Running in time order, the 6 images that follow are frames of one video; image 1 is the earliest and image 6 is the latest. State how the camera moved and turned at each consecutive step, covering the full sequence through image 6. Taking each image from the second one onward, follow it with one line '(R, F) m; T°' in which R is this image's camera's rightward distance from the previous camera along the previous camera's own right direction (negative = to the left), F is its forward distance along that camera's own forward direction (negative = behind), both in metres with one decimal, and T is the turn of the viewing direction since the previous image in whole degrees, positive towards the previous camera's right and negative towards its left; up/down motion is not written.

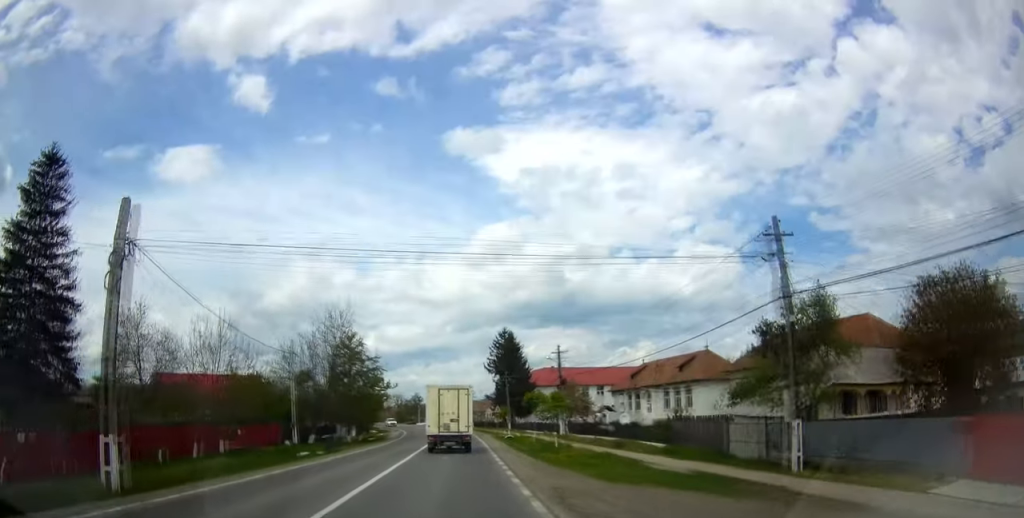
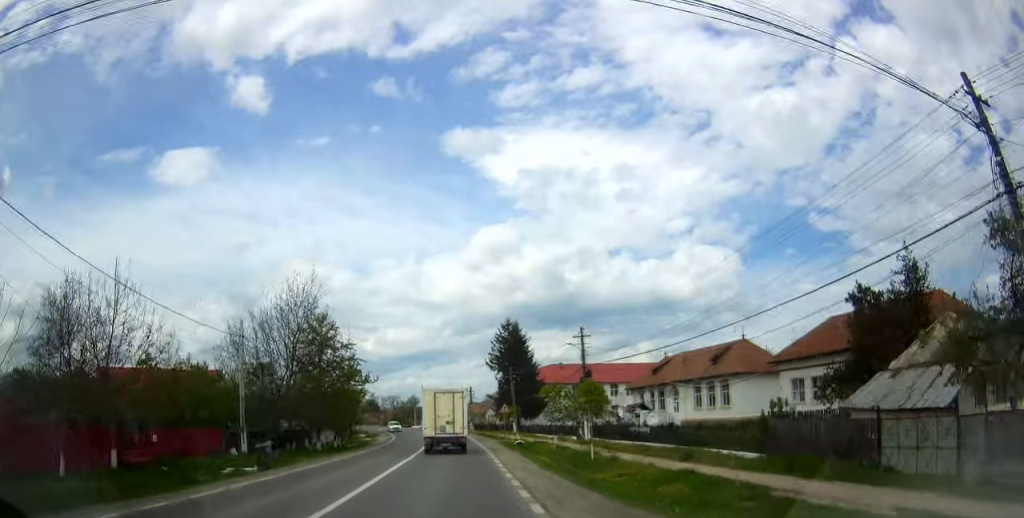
(+0.1, +10.3) m; +1°
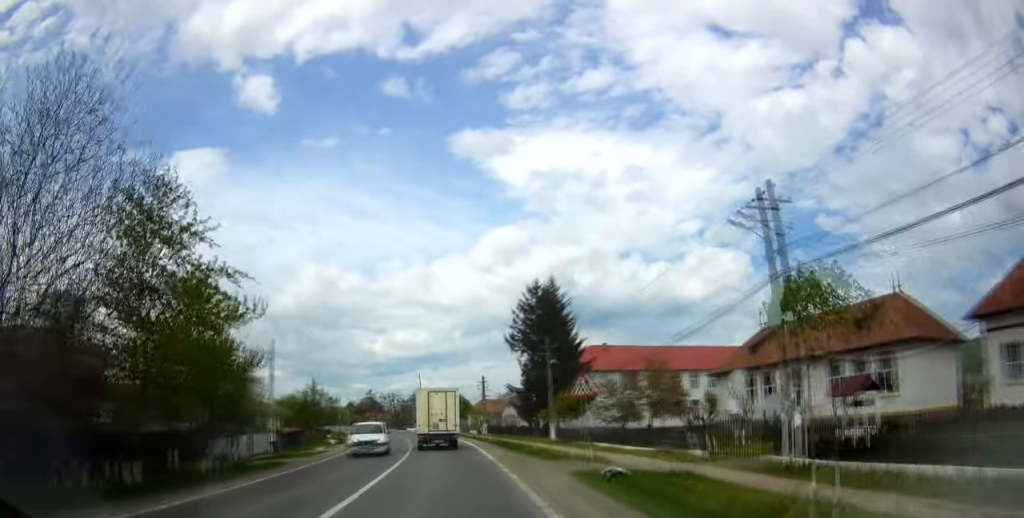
(+0.5, +24.3) m; +2°
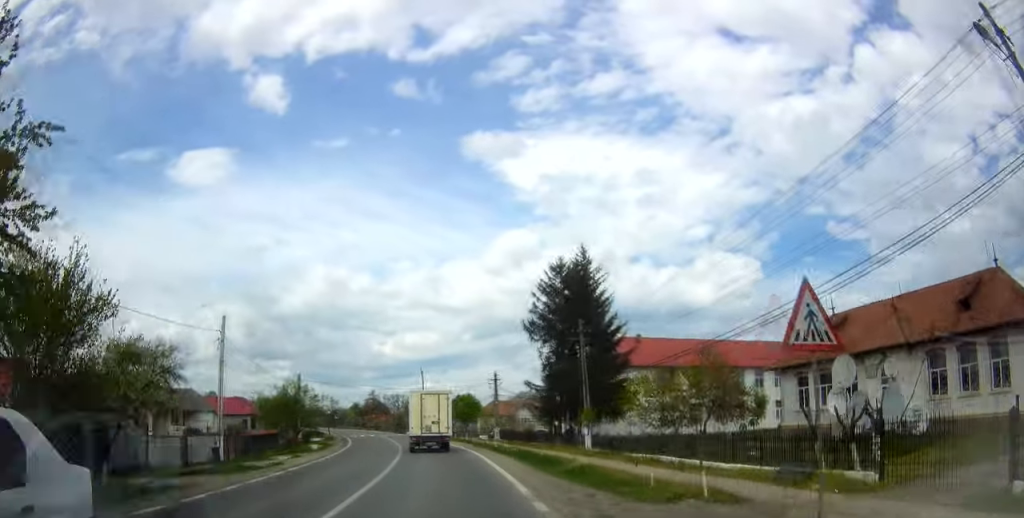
(0.0, +10.5) m; -1°
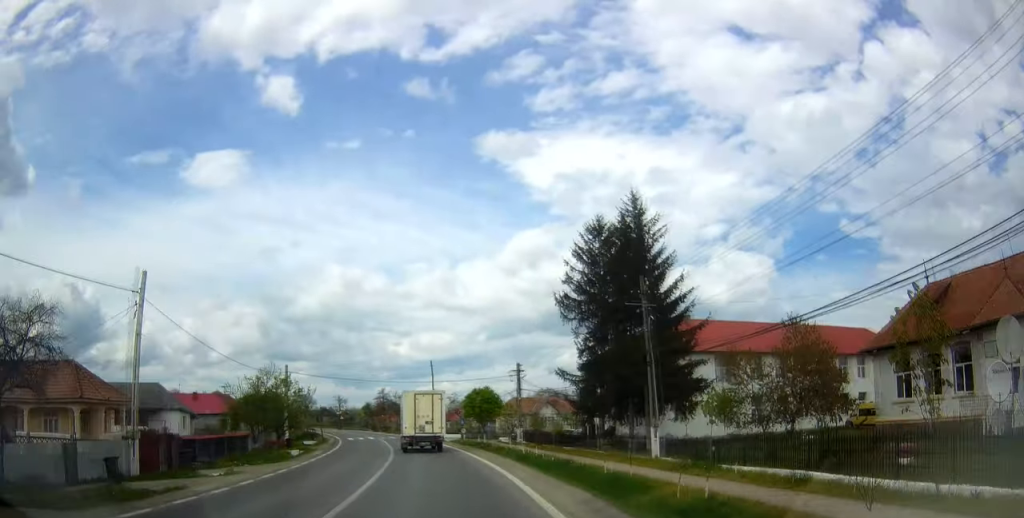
(0.0, +10.6) m; -1°
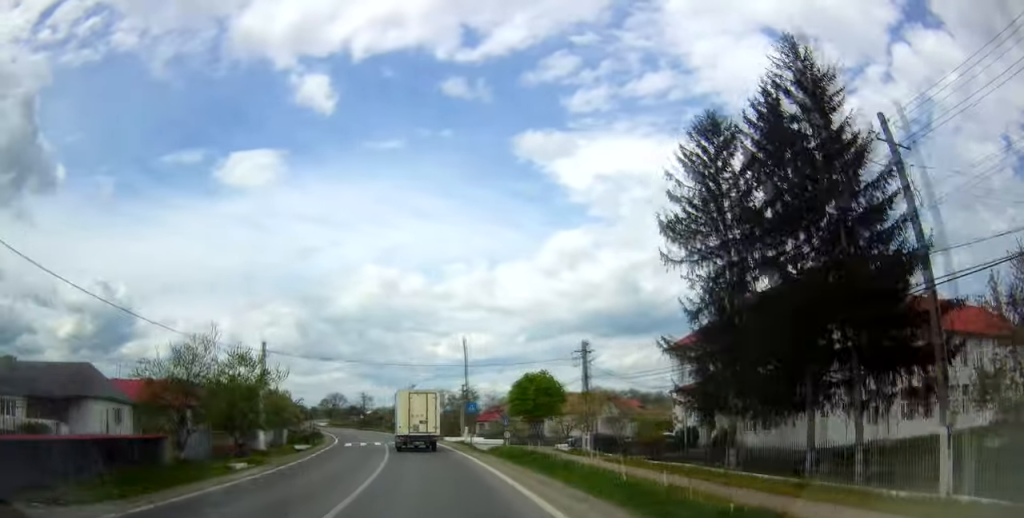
(-0.2, +16.2) m; -1°
